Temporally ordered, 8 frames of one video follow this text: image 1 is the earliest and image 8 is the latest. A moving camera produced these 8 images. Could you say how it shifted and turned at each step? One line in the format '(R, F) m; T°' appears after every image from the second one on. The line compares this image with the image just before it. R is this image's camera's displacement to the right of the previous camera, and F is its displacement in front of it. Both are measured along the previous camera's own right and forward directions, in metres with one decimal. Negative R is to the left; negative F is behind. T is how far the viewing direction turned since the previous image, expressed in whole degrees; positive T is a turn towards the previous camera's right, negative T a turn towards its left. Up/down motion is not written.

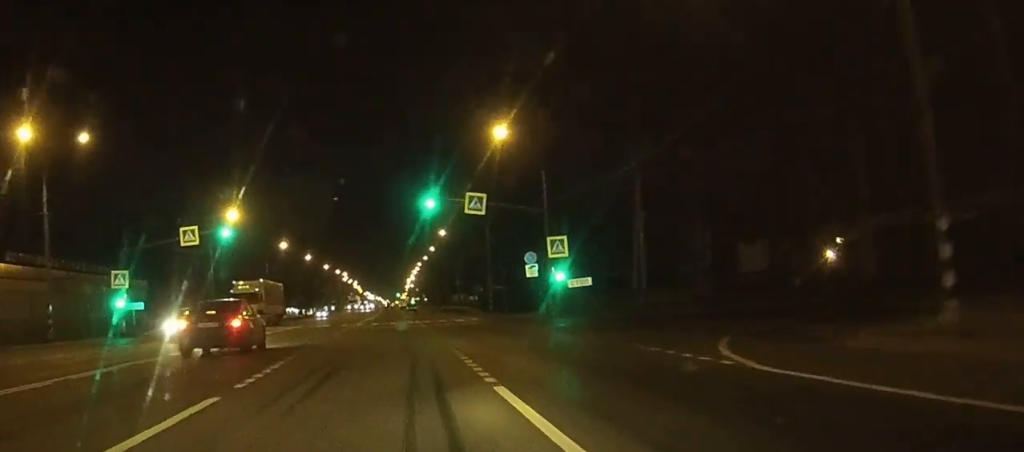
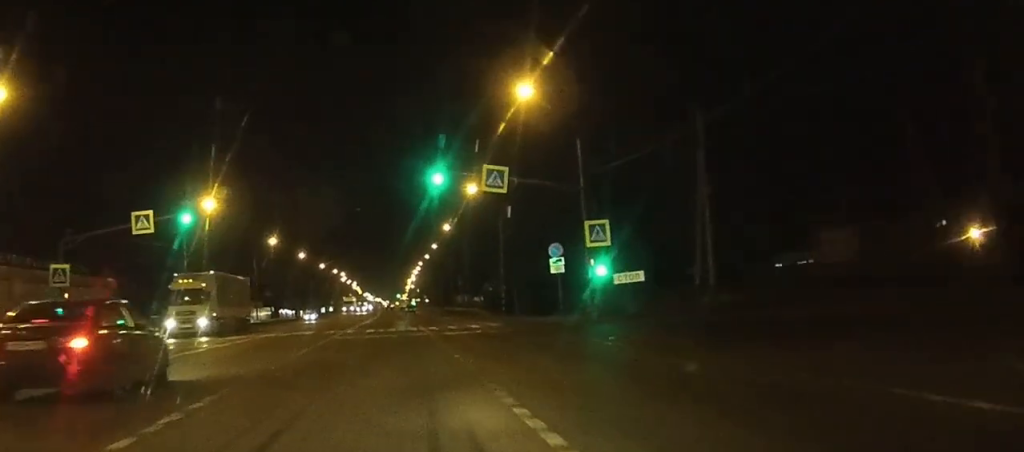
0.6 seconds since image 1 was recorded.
(0.0, +10.8) m; 0°
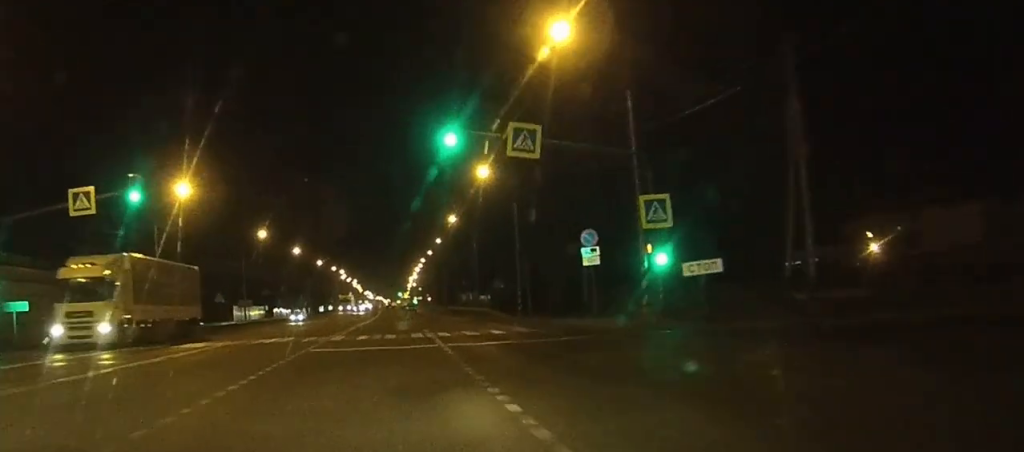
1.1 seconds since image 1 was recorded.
(0.0, +9.6) m; 0°
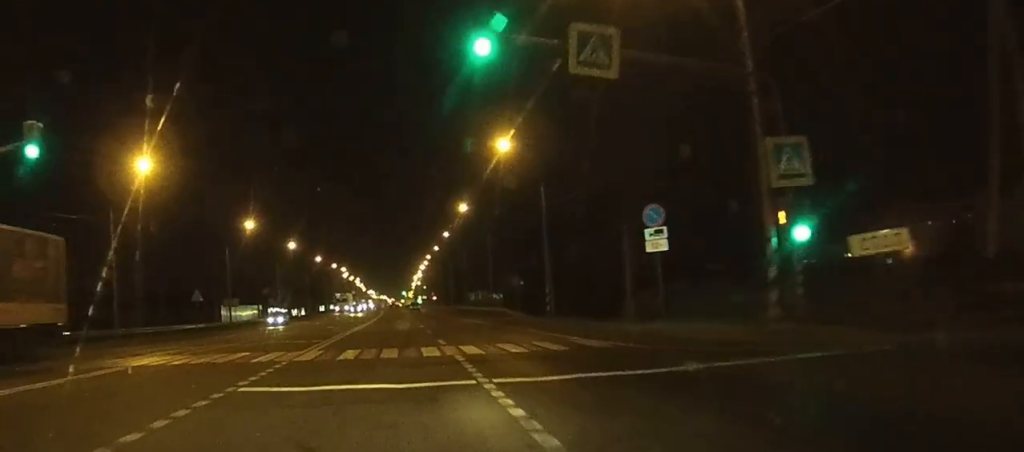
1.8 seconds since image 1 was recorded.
(-0.1, +11.4) m; 0°
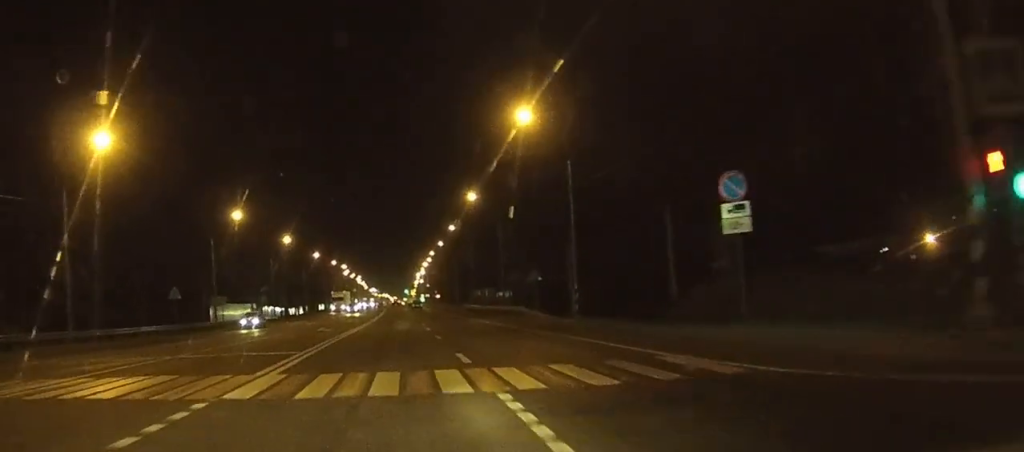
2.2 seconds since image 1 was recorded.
(0.0, +8.4) m; 0°
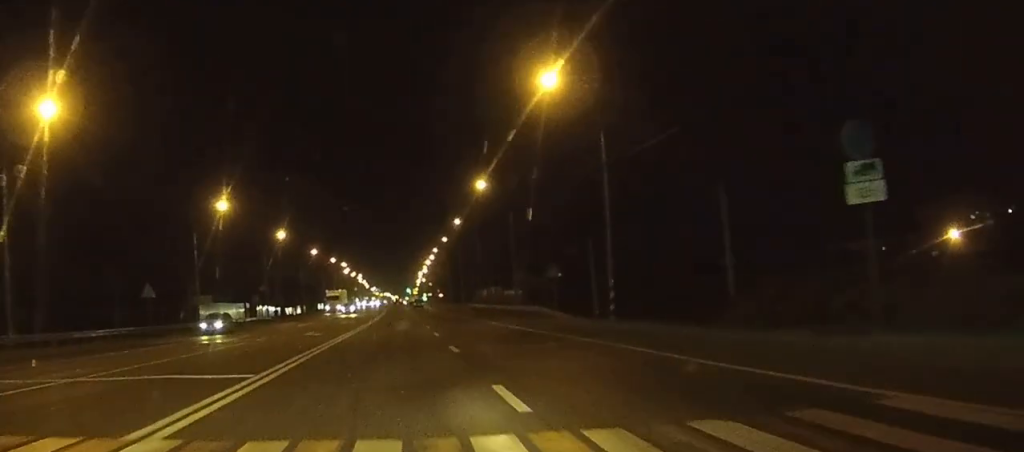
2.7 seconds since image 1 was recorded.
(0.0, +7.8) m; 0°
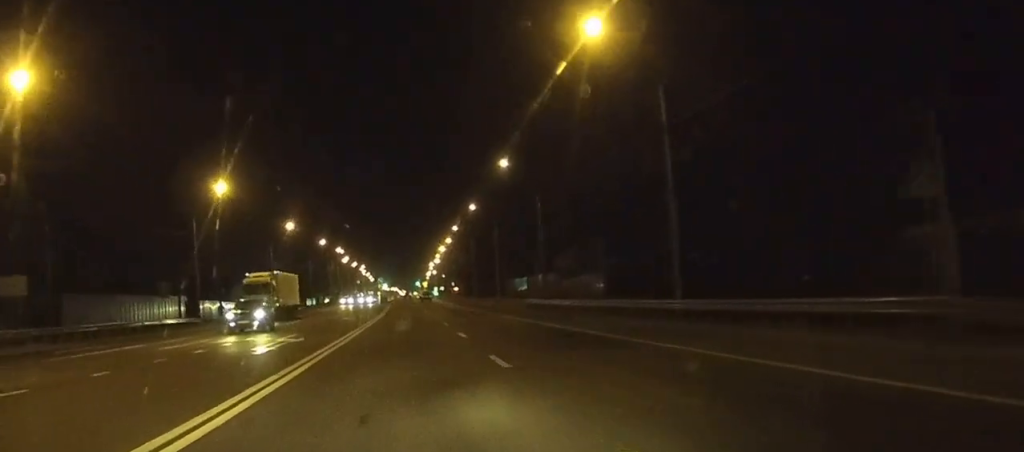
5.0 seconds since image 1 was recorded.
(-0.1, +42.3) m; 0°
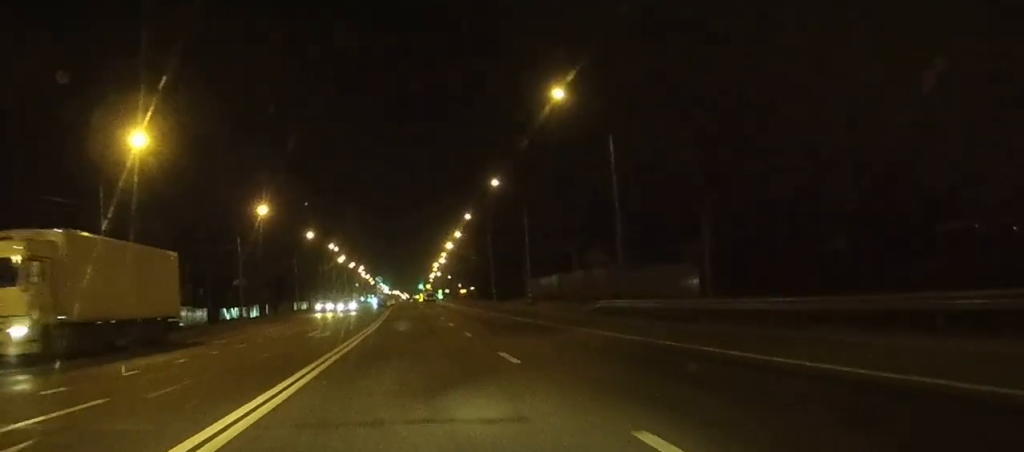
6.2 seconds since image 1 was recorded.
(0.0, +22.6) m; 0°
